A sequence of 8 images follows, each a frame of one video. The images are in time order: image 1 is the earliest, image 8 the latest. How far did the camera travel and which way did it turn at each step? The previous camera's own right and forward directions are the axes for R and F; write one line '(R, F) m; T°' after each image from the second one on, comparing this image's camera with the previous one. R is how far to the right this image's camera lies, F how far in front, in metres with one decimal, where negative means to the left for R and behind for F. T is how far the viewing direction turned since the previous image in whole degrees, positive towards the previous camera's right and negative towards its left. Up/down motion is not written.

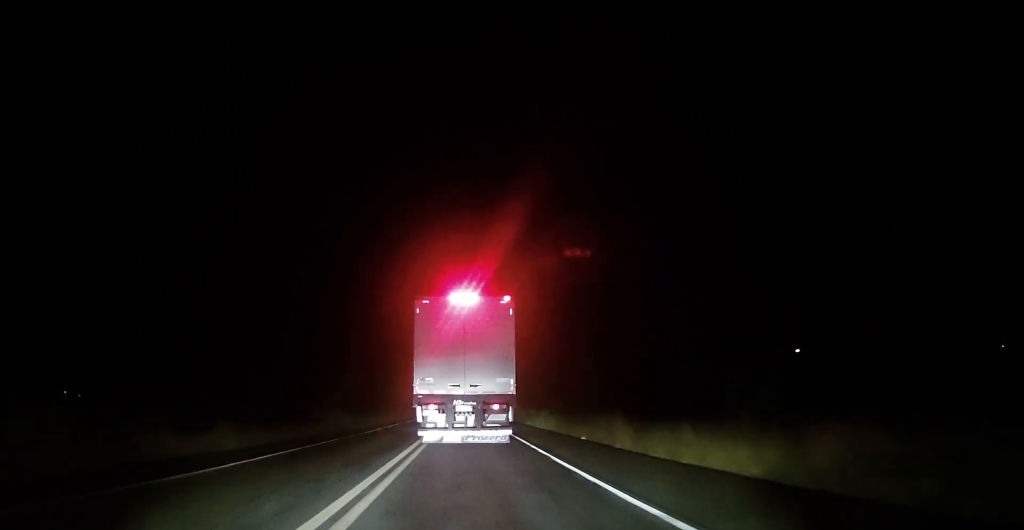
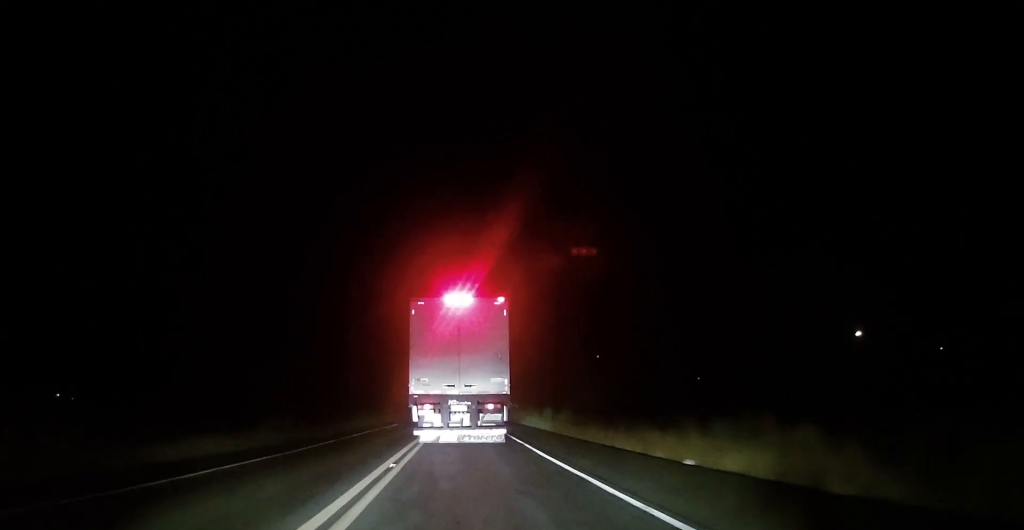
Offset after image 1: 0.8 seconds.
(-0.2, +13.1) m; -1°
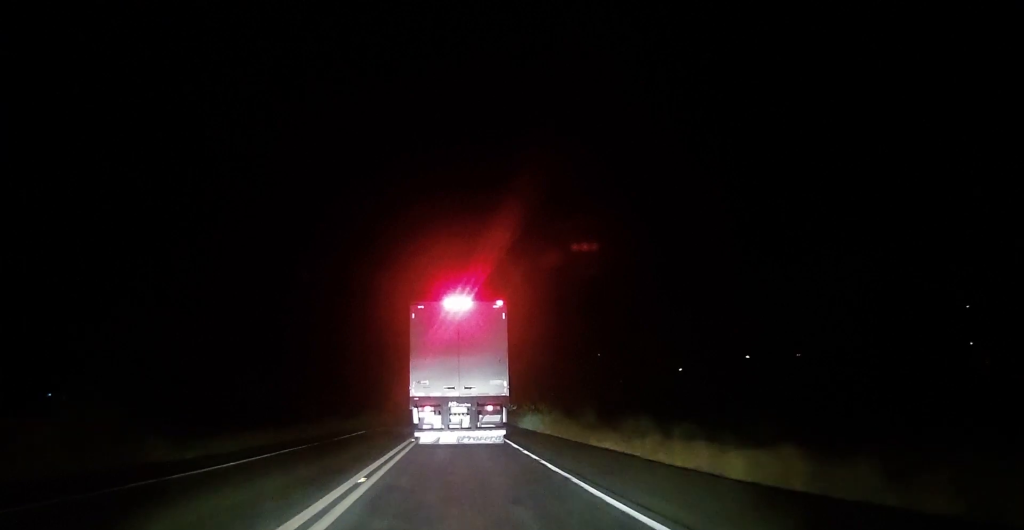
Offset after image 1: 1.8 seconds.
(-0.1, +16.4) m; +1°
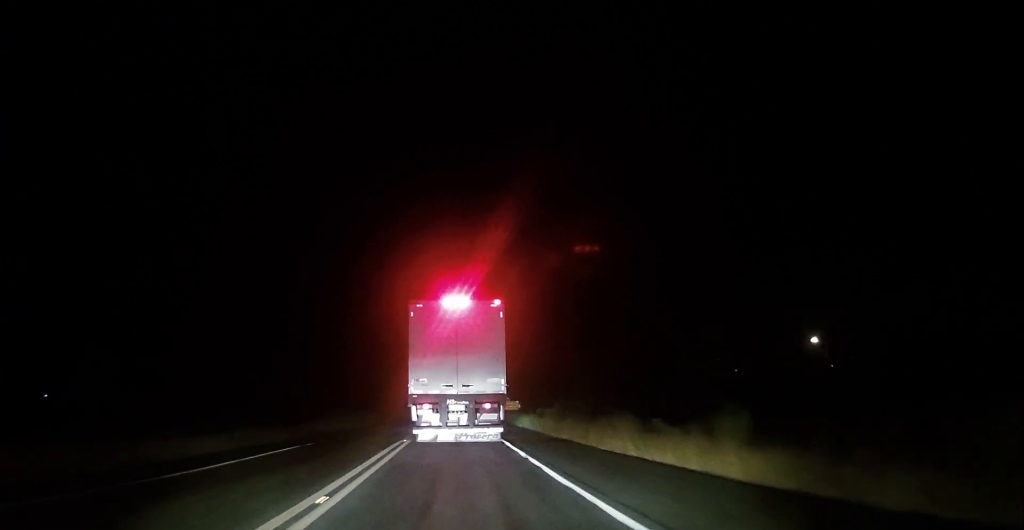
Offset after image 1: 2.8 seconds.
(+0.3, +16.6) m; +1°
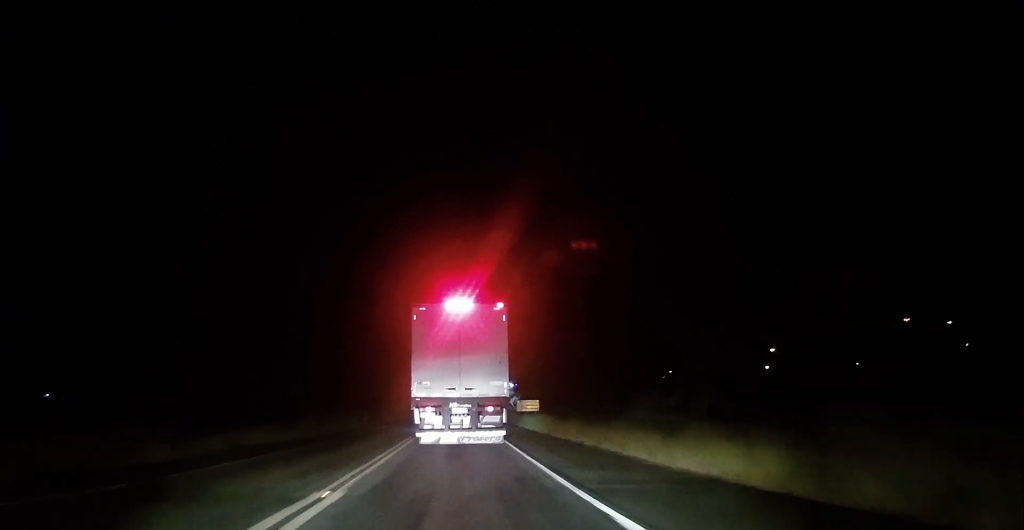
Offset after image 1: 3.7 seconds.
(0.0, +15.0) m; 0°
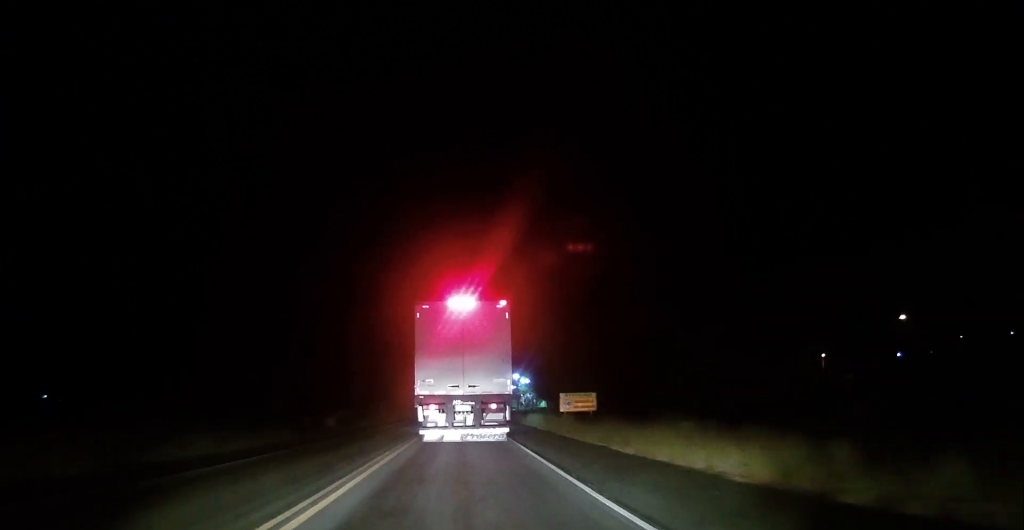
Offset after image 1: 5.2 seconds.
(0.0, +24.6) m; 0°
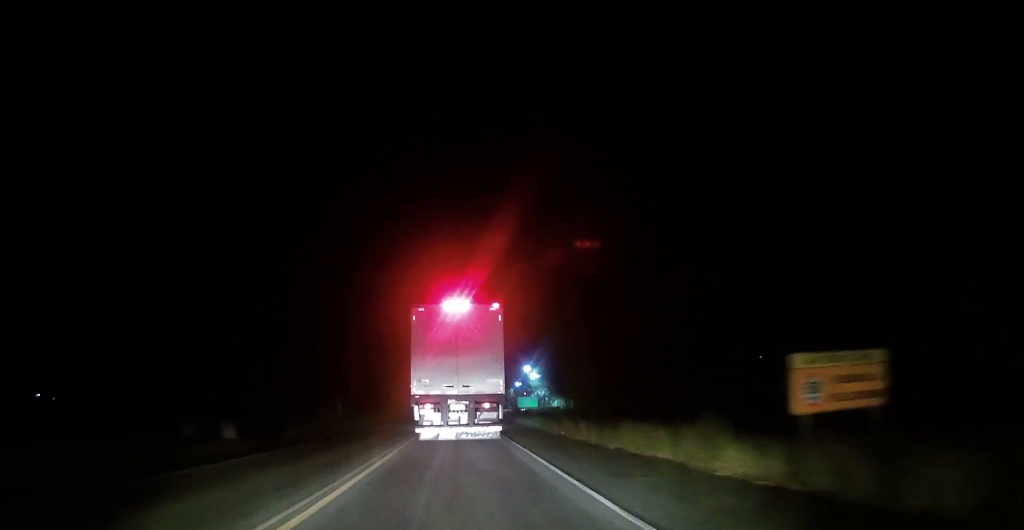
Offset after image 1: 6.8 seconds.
(0.0, +27.3) m; 0°
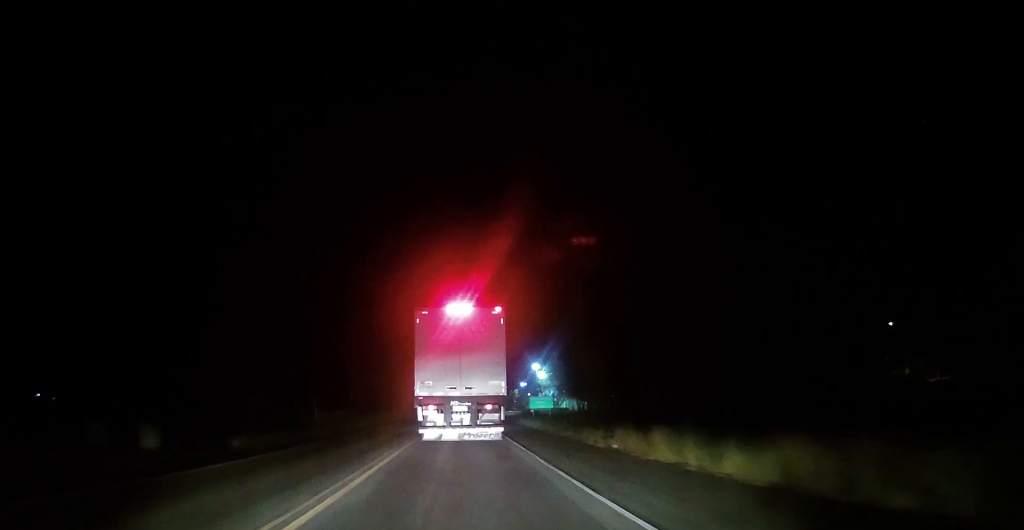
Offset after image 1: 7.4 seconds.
(0.0, +9.9) m; 0°
